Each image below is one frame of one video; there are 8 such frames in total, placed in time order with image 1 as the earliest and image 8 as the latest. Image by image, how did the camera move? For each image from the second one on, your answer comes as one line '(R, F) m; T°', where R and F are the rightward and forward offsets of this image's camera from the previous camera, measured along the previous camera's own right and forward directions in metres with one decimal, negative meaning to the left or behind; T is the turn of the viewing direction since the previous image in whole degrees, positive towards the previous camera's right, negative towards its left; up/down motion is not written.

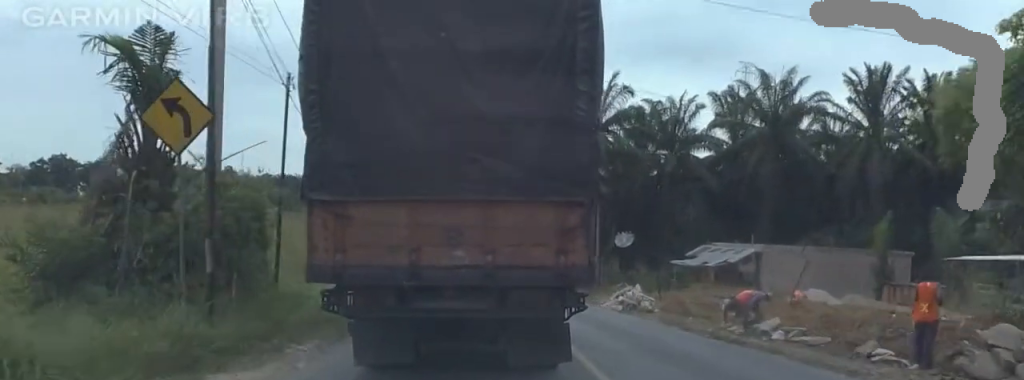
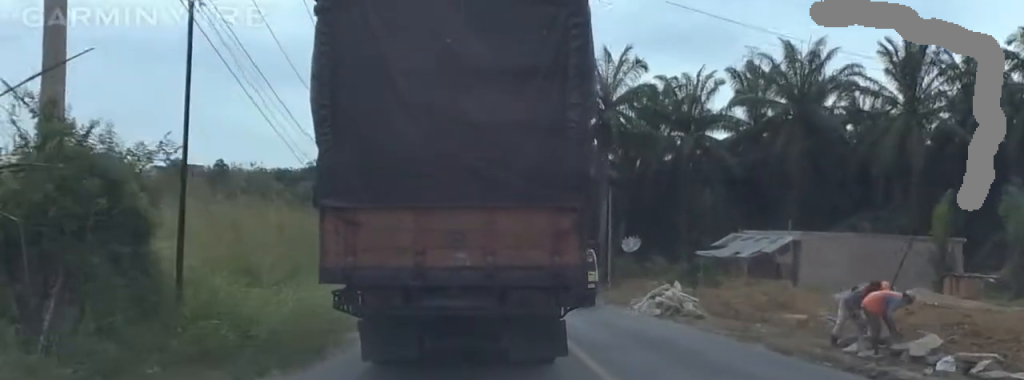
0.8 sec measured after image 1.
(+0.5, +7.5) m; -2°
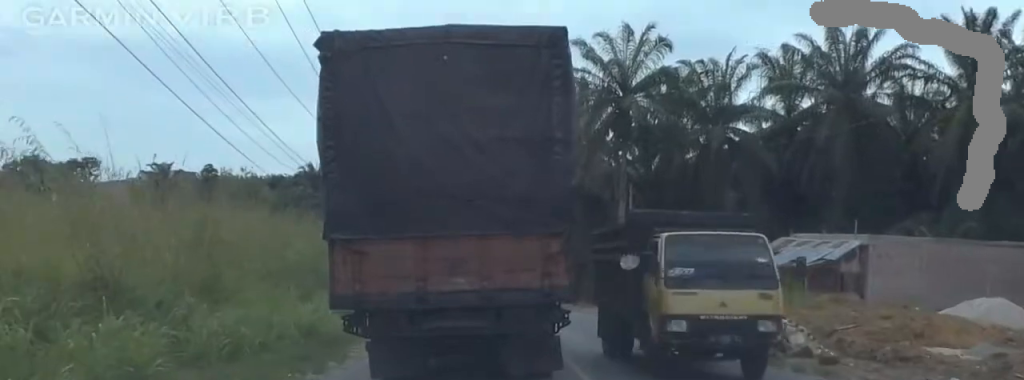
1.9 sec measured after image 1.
(-1.0, +9.2) m; -3°
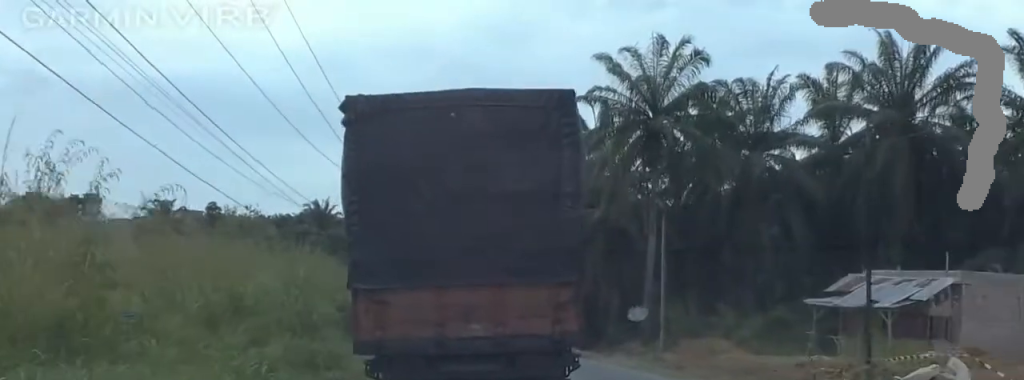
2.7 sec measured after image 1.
(+0.1, +7.4) m; +6°
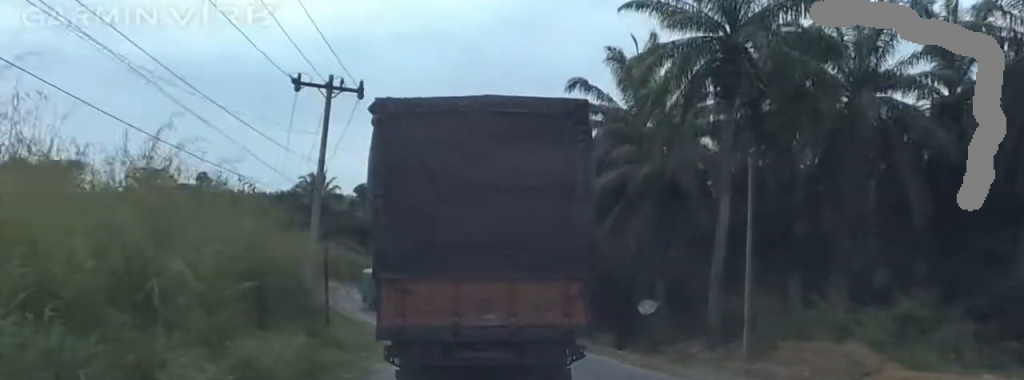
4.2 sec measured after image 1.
(+1.2, +14.1) m; -1°
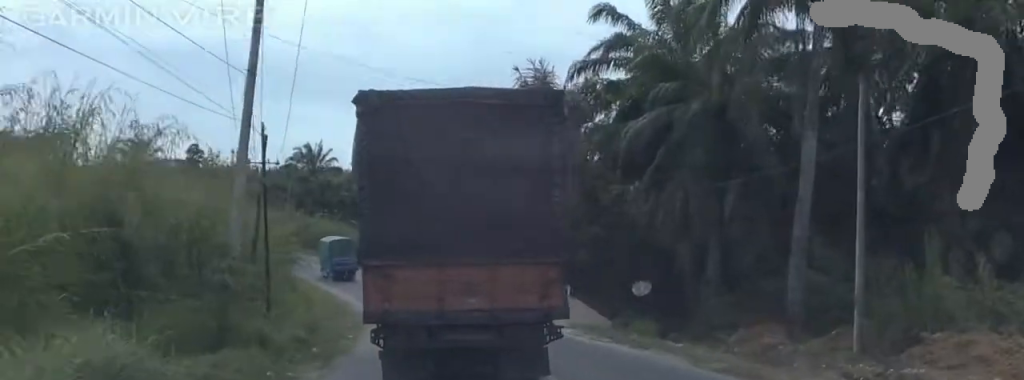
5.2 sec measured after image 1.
(-0.9, +9.0) m; -8°
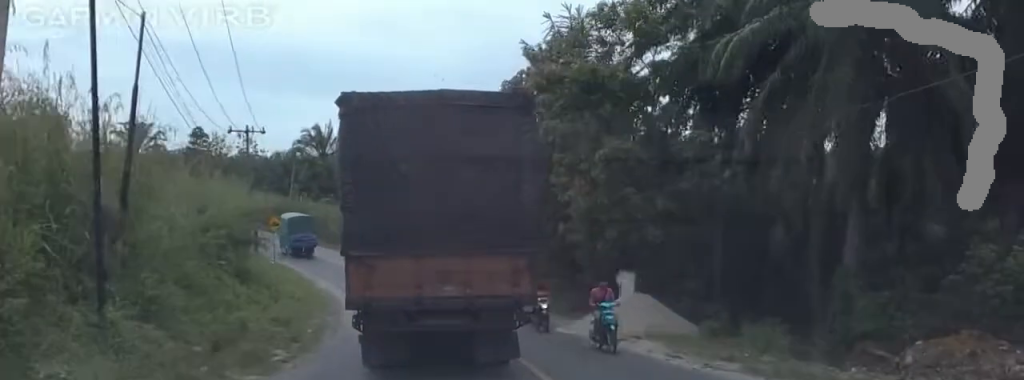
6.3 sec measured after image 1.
(-0.4, +11.6) m; +2°
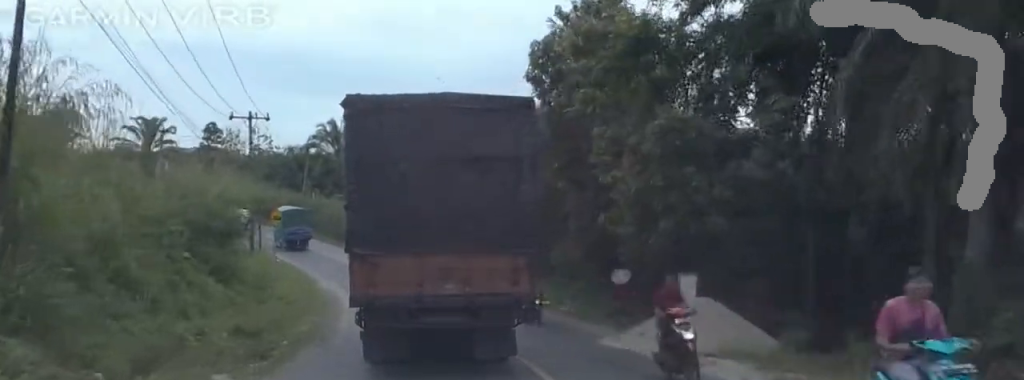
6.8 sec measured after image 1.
(+0.2, +5.0) m; +3°
